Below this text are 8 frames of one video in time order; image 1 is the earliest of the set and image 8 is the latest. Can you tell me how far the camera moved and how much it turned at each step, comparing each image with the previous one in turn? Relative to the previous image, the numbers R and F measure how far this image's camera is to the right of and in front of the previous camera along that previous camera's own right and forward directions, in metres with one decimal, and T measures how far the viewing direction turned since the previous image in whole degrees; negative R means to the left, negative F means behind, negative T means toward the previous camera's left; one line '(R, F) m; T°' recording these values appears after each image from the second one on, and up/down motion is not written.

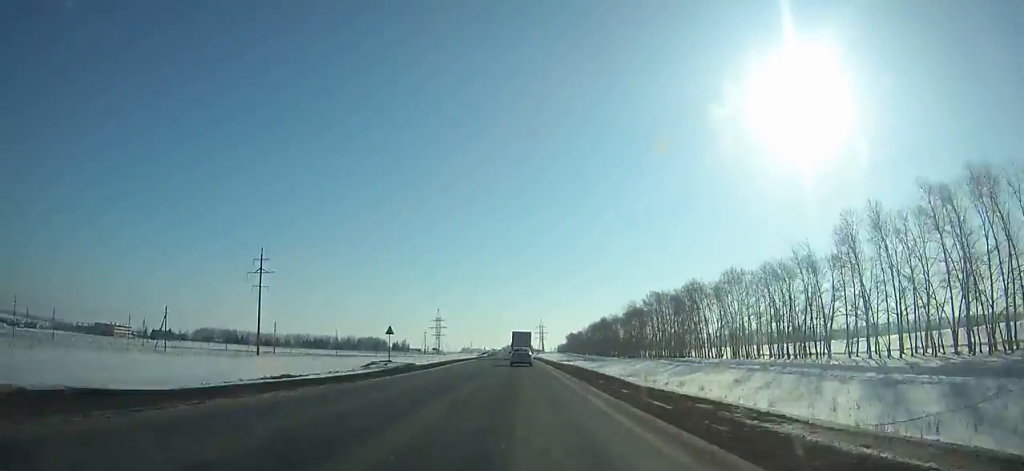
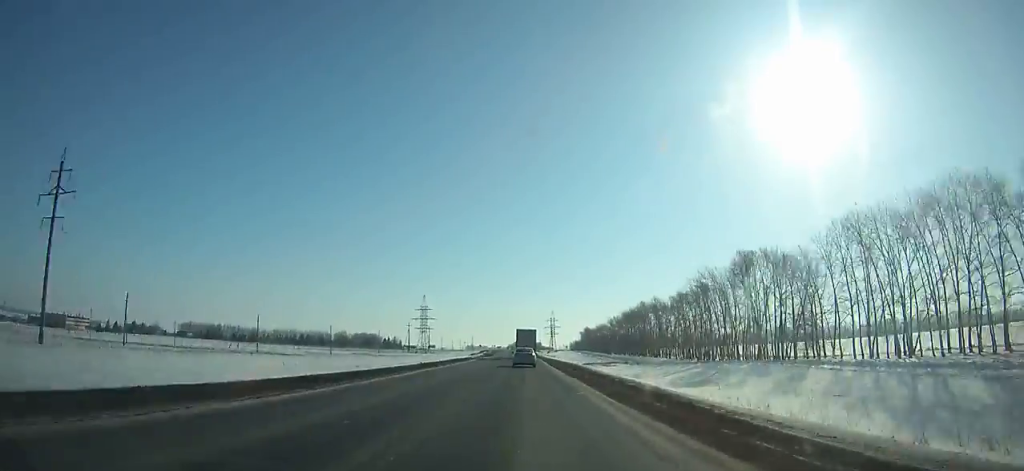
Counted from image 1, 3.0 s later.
(-0.5, +69.0) m; 0°
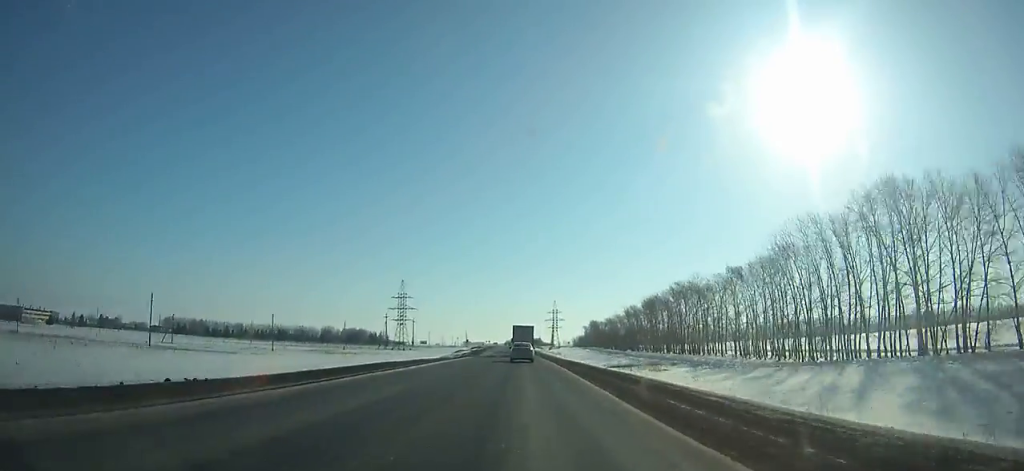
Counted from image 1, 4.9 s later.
(0.0, +43.4) m; 0°
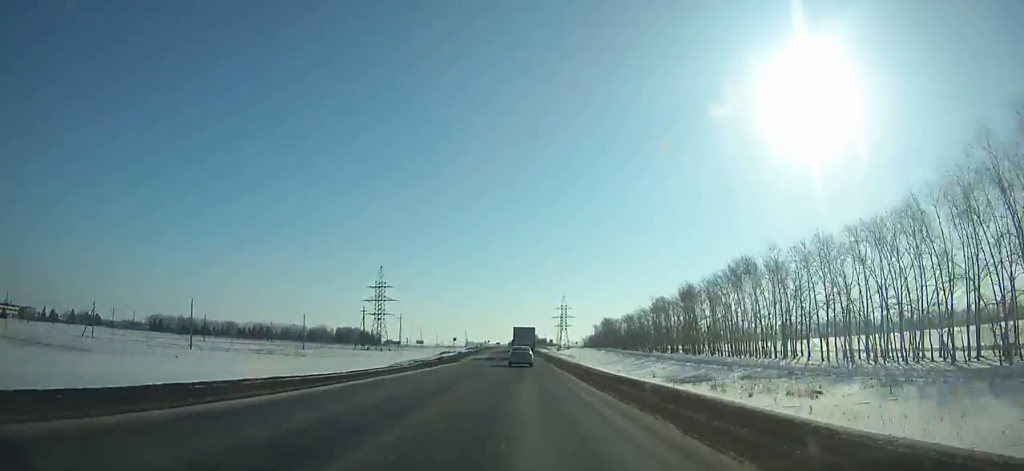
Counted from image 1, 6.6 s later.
(0.0, +38.5) m; 0°
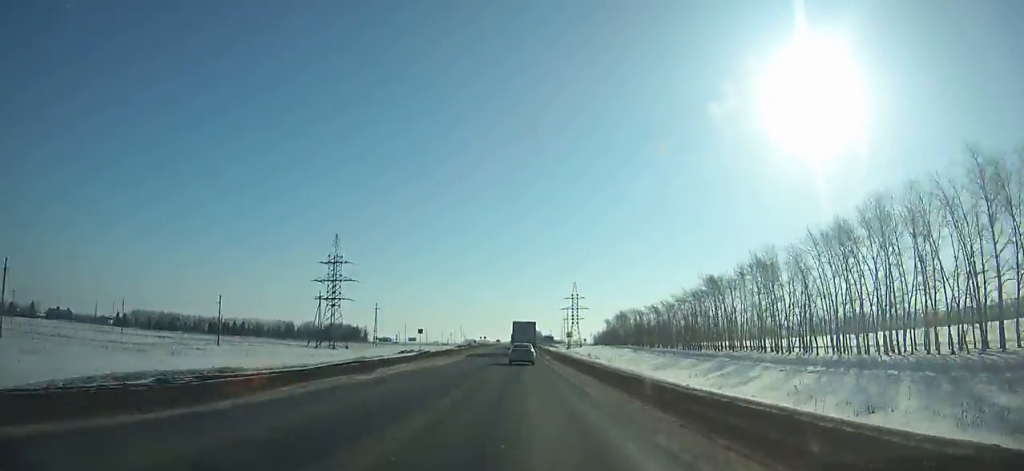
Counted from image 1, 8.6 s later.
(-0.1, +44.8) m; 0°
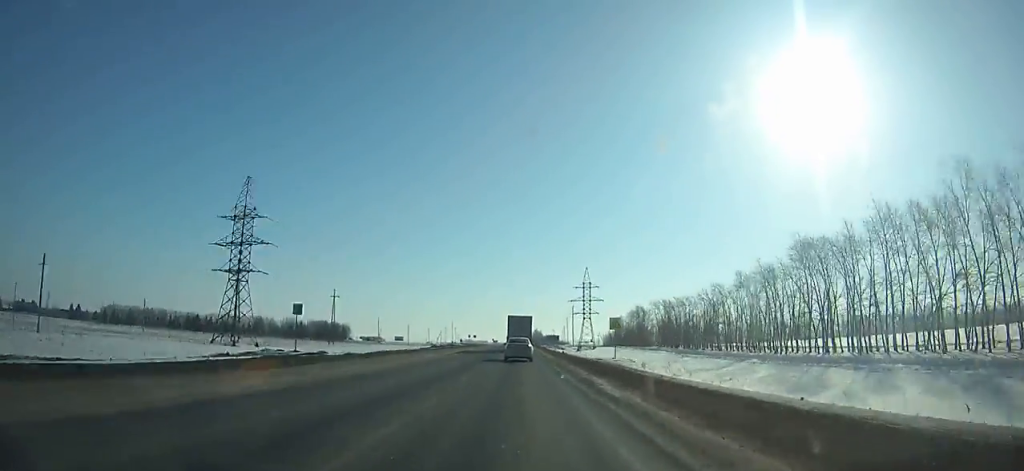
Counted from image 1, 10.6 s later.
(-0.2, +43.7) m; 0°
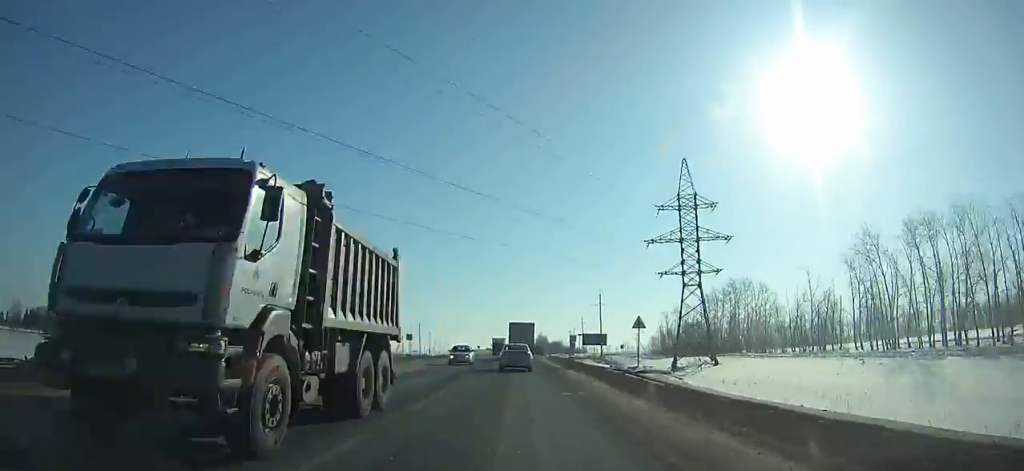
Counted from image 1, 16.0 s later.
(-0.2, +112.4) m; 0°
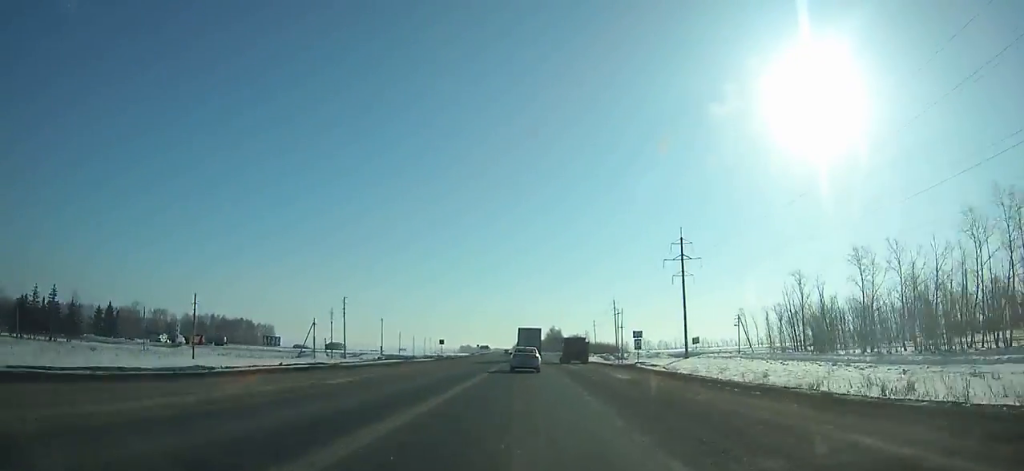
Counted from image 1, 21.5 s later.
(-0.3, +108.0) m; 0°
